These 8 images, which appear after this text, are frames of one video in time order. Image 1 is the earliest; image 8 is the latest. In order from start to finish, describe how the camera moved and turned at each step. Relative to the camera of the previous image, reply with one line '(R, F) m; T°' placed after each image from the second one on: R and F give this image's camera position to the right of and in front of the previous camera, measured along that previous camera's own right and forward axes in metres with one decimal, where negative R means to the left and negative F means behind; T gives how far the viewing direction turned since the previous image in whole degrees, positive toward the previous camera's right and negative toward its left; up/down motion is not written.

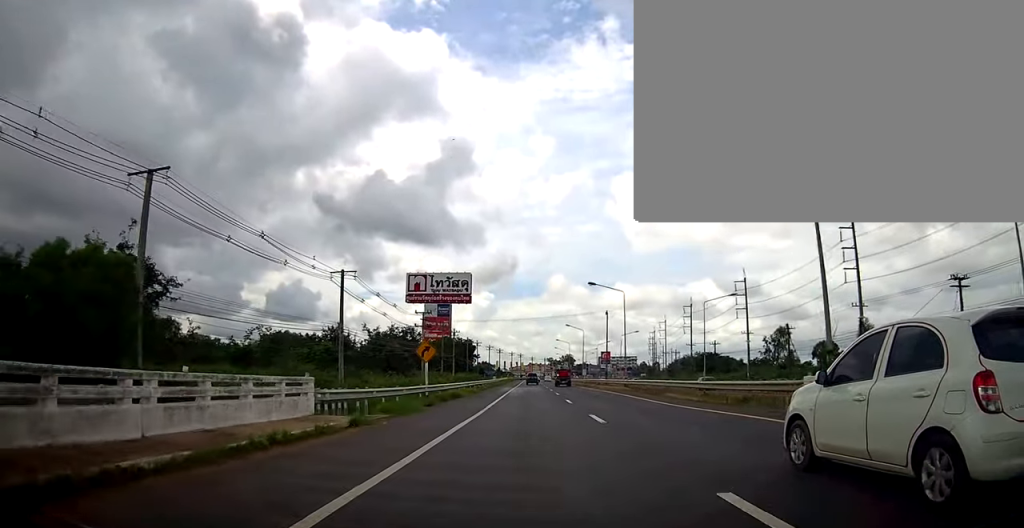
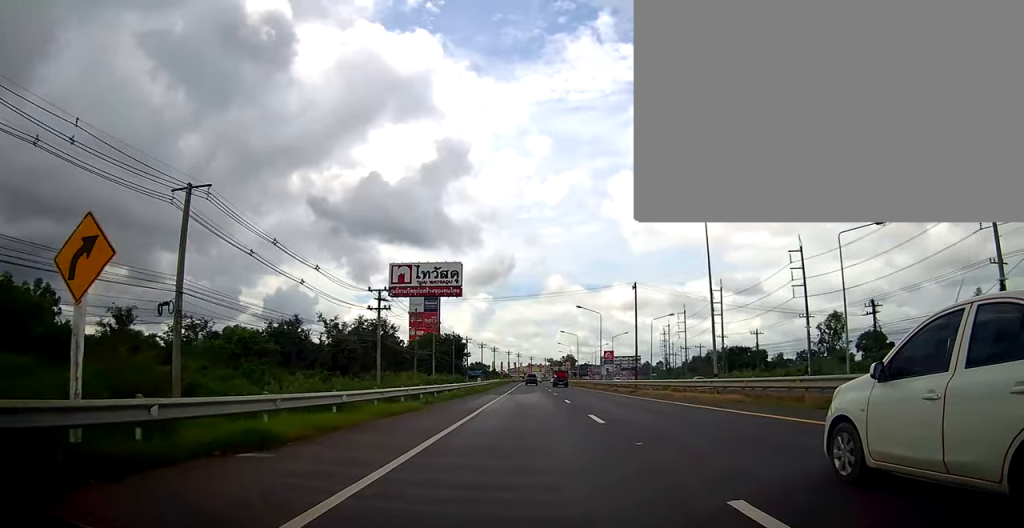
(+0.1, +26.1) m; 0°
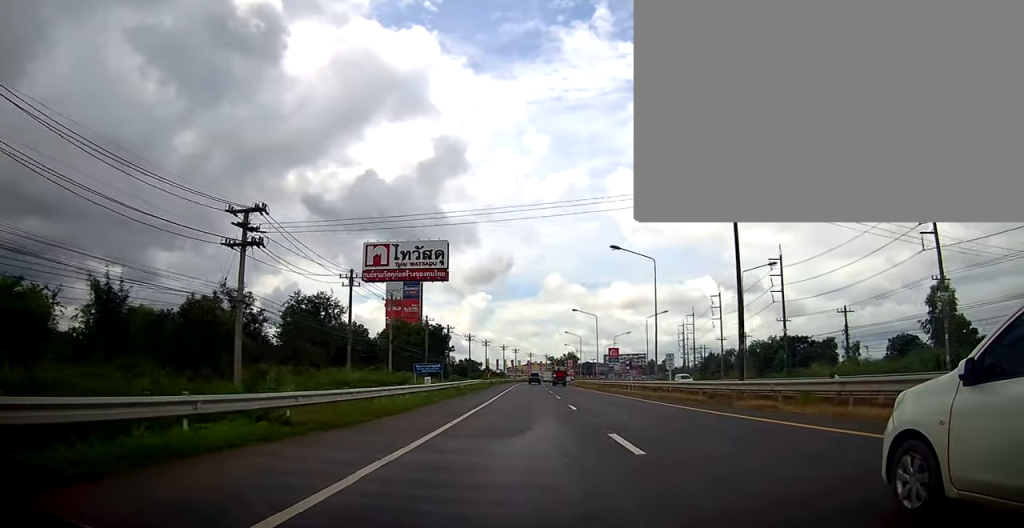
(0.0, +33.7) m; +2°
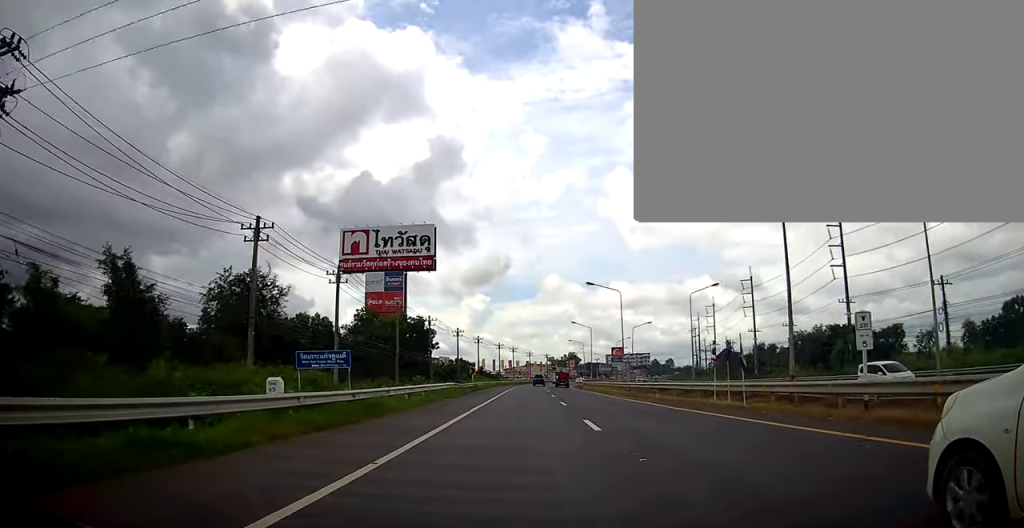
(+0.7, +21.3) m; 0°
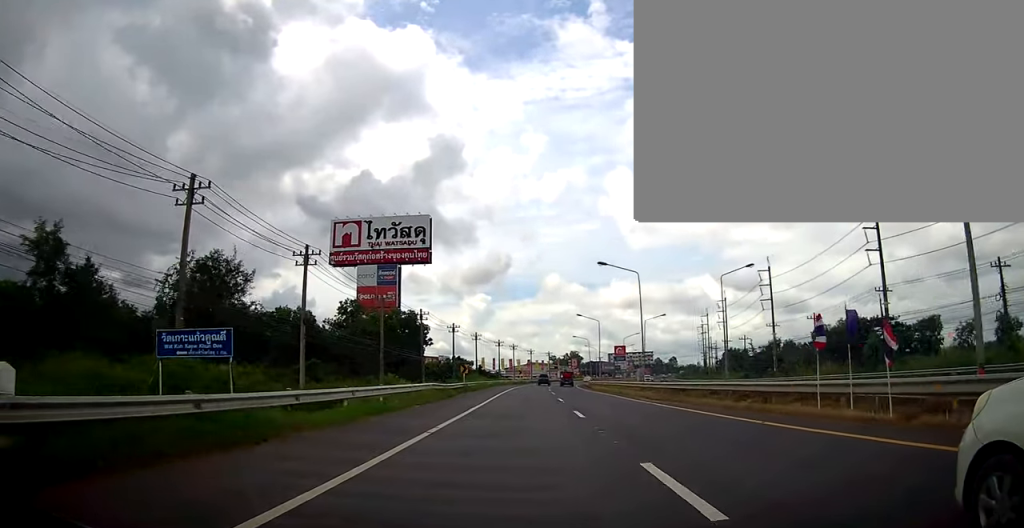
(-0.2, +8.5) m; 0°
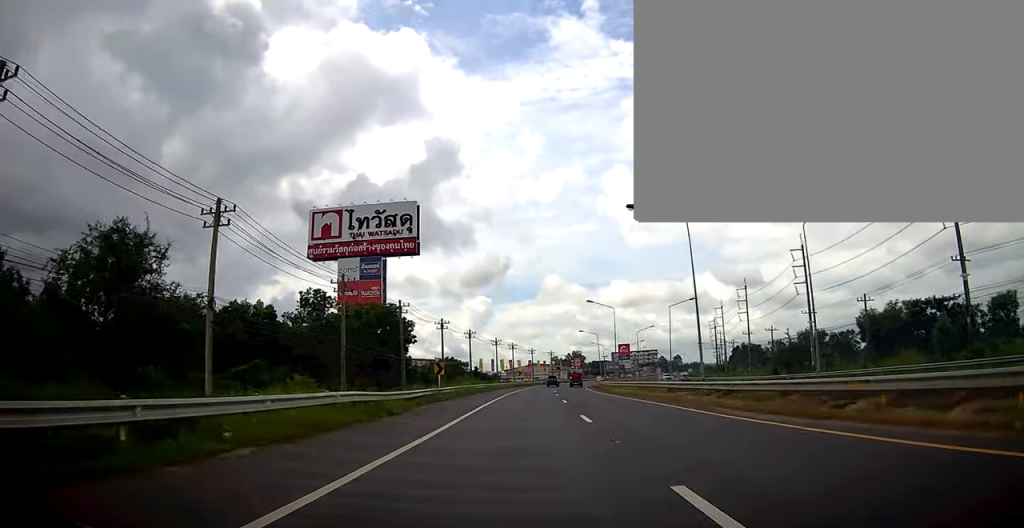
(-0.5, +14.3) m; 0°
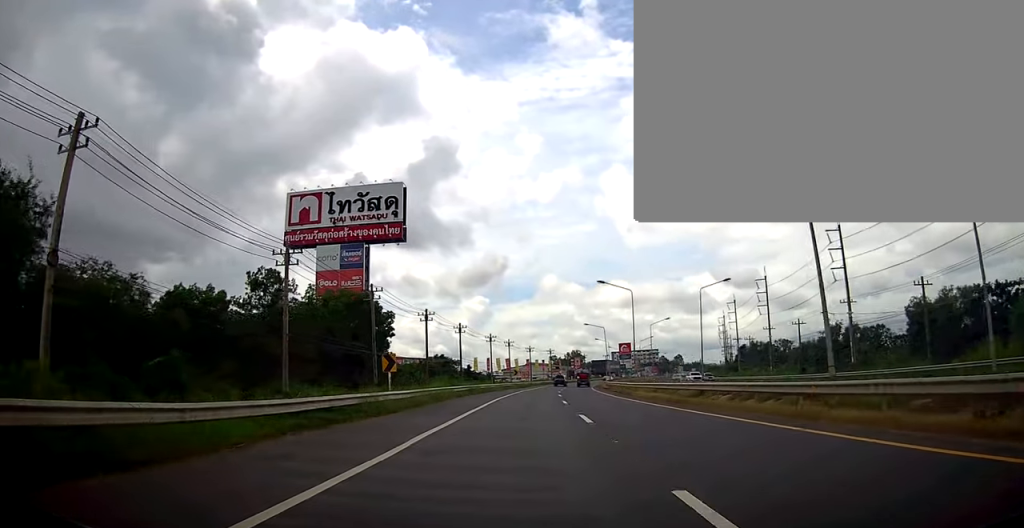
(+0.5, +12.5) m; +1°
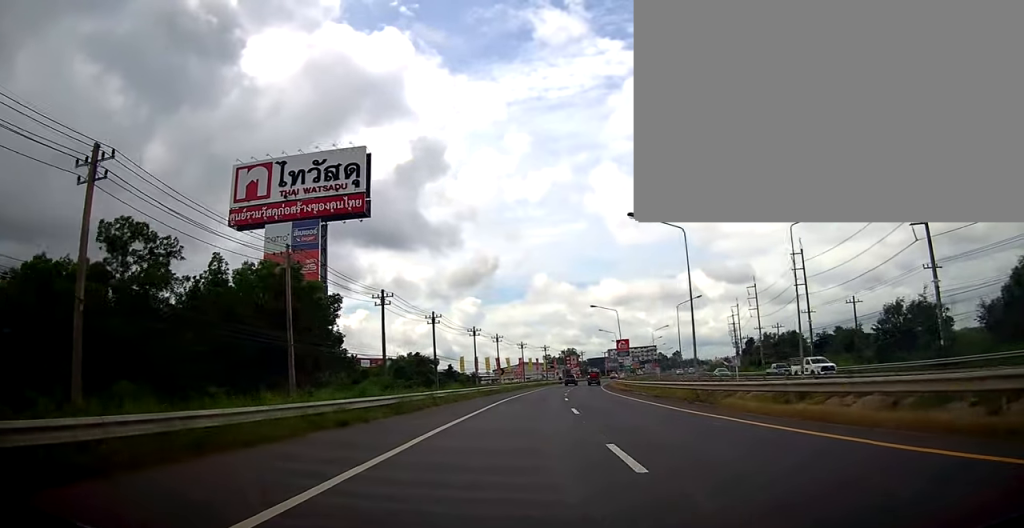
(+0.3, +20.2) m; +1°
